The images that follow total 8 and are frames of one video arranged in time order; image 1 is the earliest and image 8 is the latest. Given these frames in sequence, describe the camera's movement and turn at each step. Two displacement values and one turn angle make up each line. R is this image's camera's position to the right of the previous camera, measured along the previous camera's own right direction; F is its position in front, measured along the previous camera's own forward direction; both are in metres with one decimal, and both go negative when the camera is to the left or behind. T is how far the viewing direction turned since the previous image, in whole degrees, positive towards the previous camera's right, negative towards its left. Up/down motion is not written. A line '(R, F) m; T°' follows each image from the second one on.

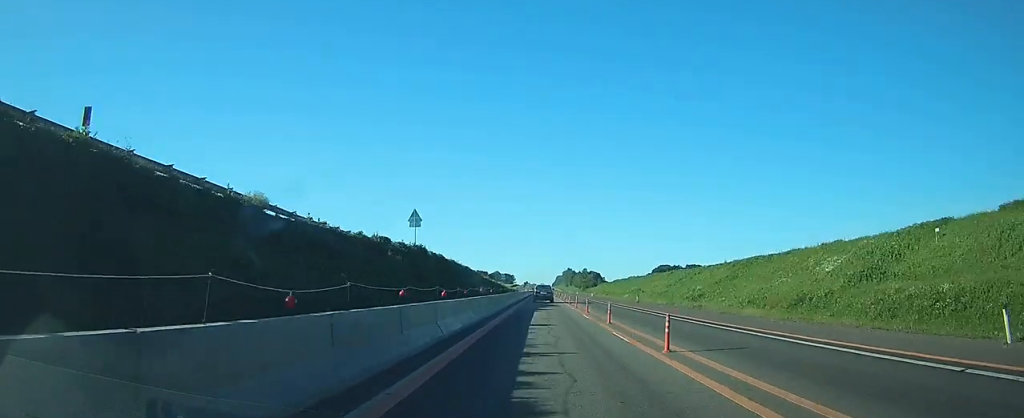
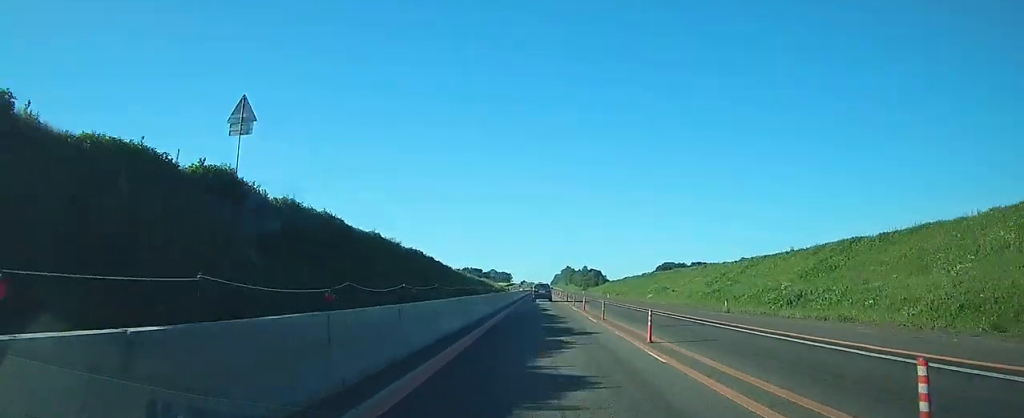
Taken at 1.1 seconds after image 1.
(+0.1, +27.8) m; 0°
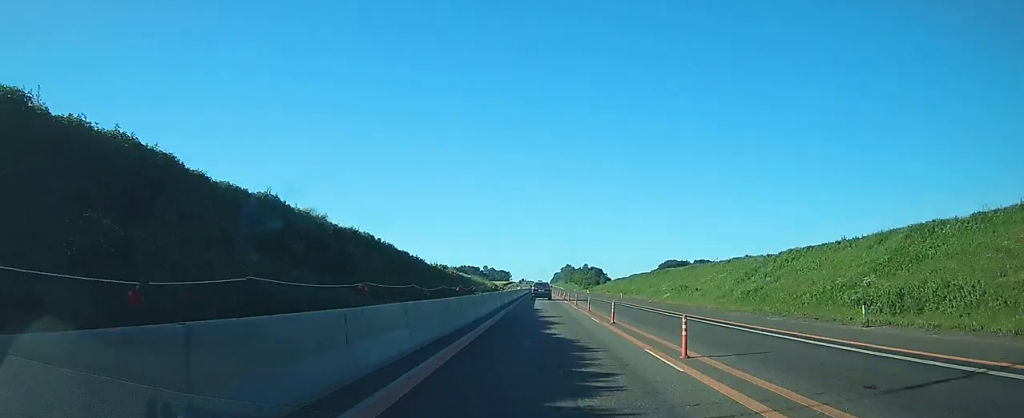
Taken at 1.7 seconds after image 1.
(0.0, +13.1) m; 0°
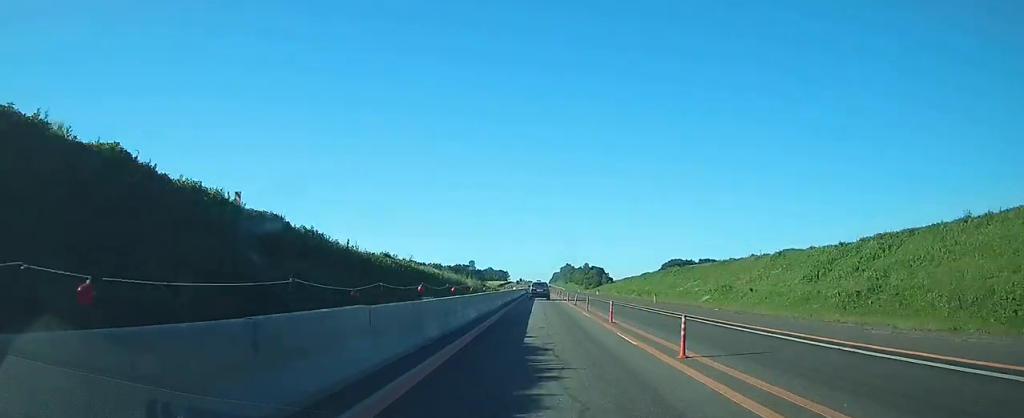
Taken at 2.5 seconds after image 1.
(-0.1, +19.8) m; 0°
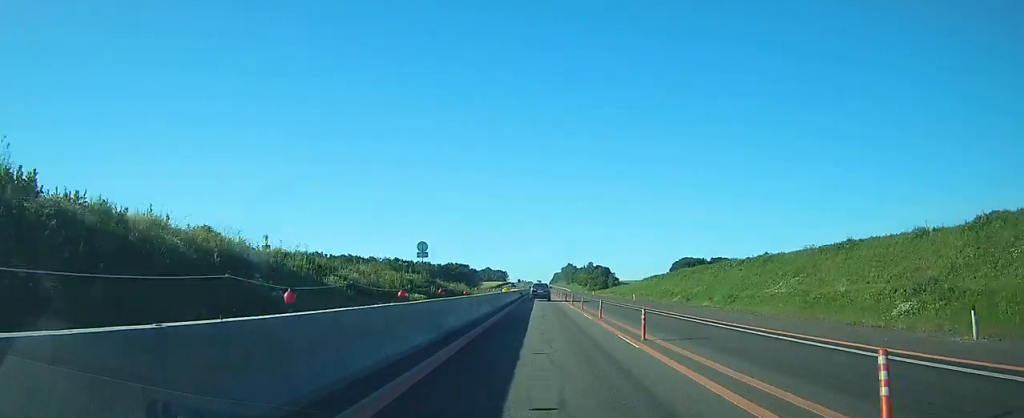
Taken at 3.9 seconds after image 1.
(+0.1, +36.3) m; 0°
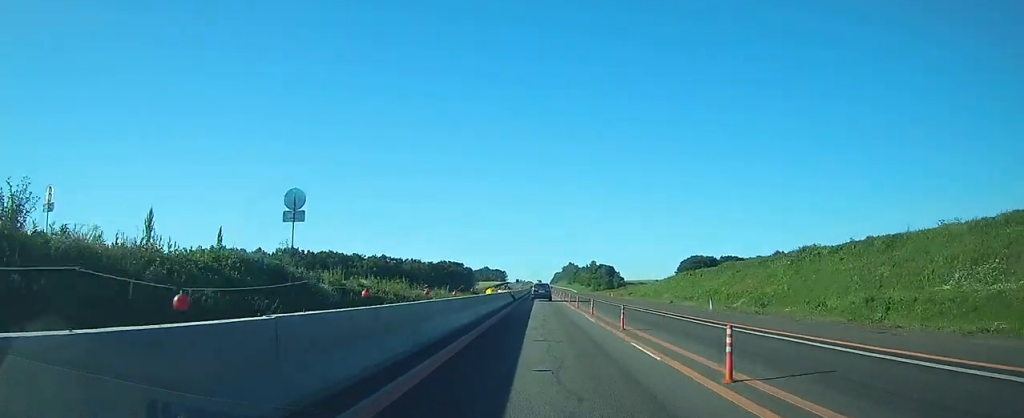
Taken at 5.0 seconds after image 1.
(0.0, +26.4) m; 0°
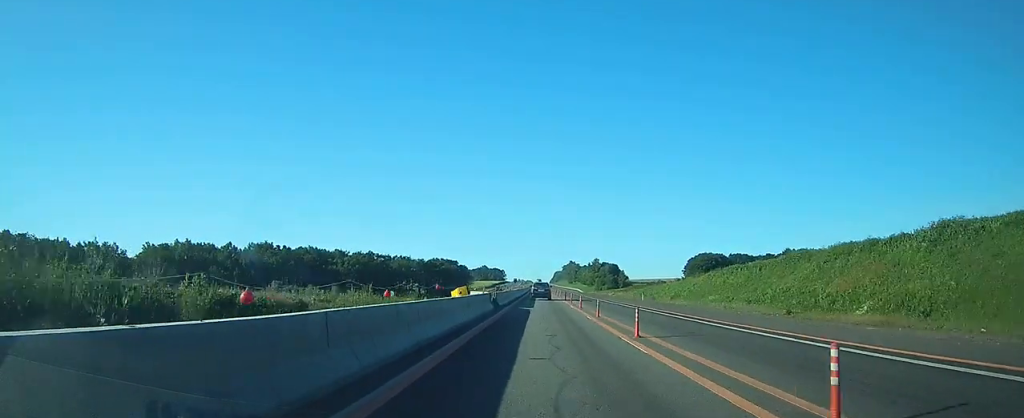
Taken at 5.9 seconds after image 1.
(0.0, +23.0) m; 0°
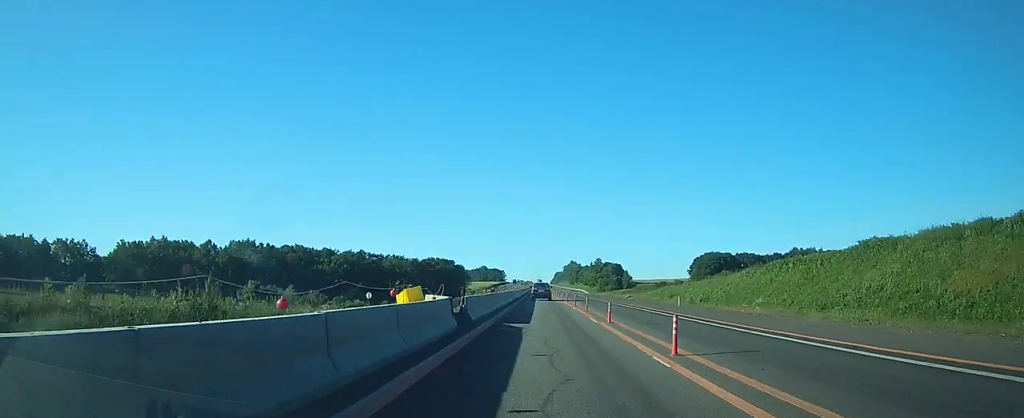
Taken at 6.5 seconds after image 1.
(0.0, +14.0) m; 0°
